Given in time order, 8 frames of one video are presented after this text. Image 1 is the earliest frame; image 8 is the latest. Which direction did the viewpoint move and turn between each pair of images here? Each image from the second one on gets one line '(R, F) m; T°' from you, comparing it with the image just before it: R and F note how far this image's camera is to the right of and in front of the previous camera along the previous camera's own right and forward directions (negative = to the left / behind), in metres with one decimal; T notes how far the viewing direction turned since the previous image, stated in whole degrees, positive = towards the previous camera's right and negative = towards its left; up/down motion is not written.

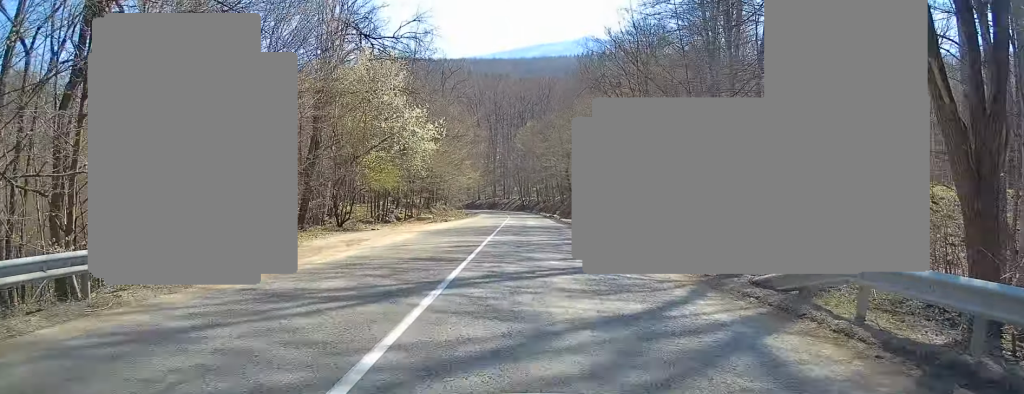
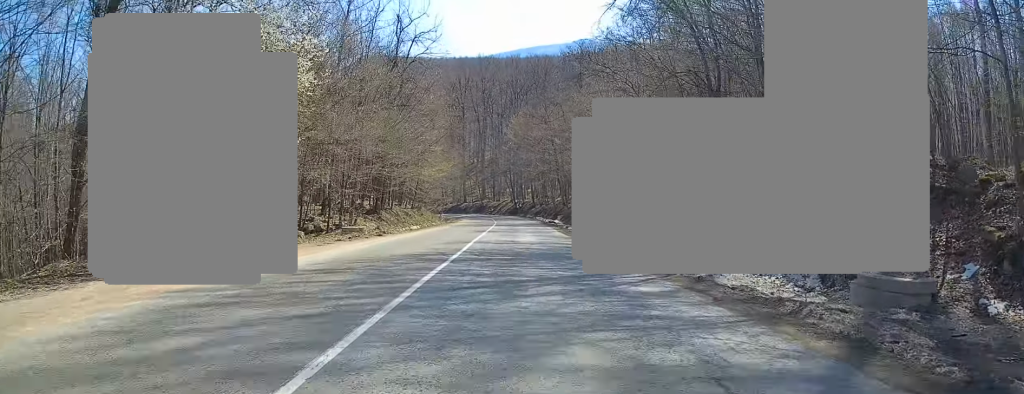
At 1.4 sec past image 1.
(-0.1, +19.7) m; 0°
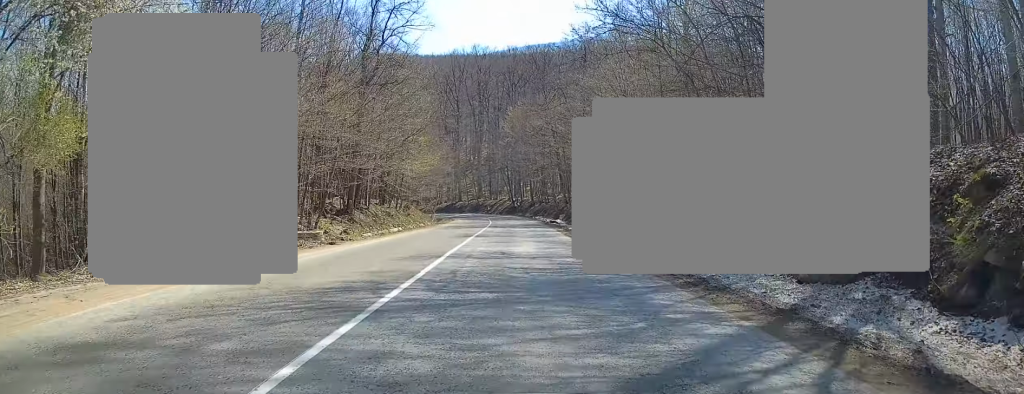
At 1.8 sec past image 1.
(0.0, +6.8) m; 0°
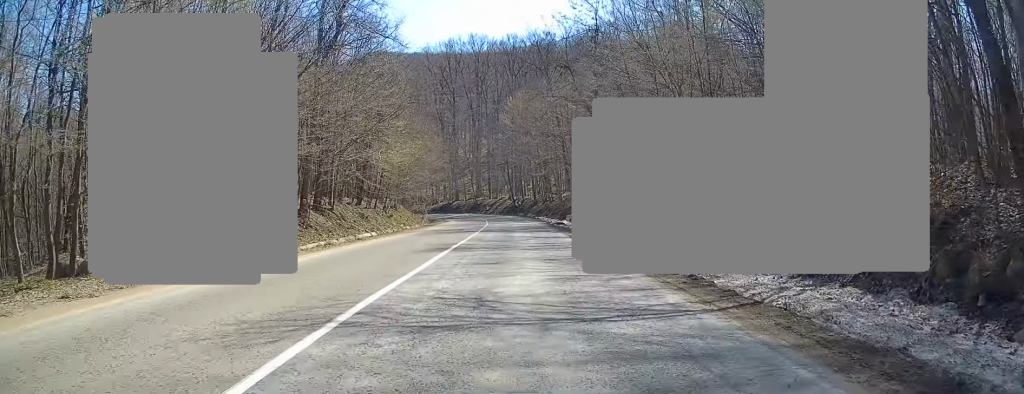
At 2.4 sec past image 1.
(0.0, +8.3) m; 0°
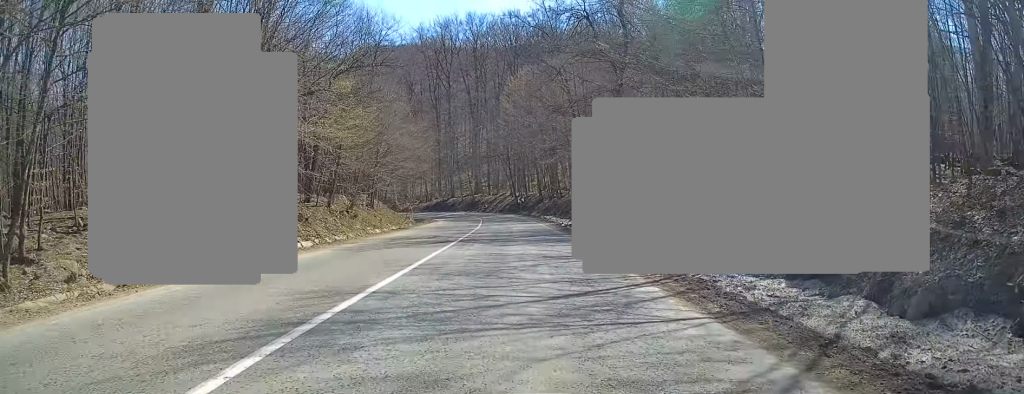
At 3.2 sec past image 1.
(0.0, +11.7) m; 0°
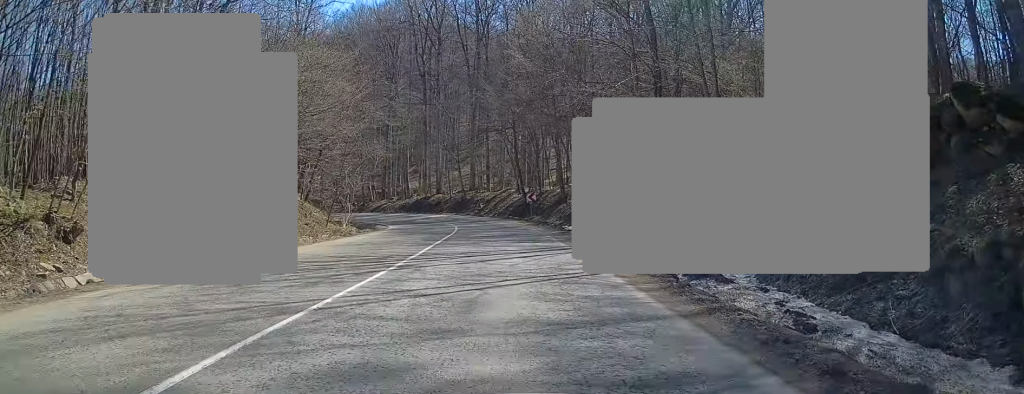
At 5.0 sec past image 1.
(-0.3, +26.2) m; -4°
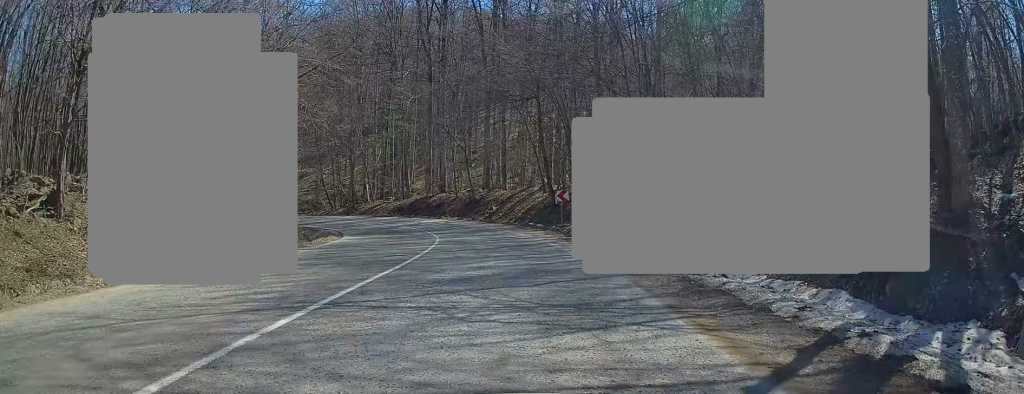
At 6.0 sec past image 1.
(-0.7, +14.4) m; -3°
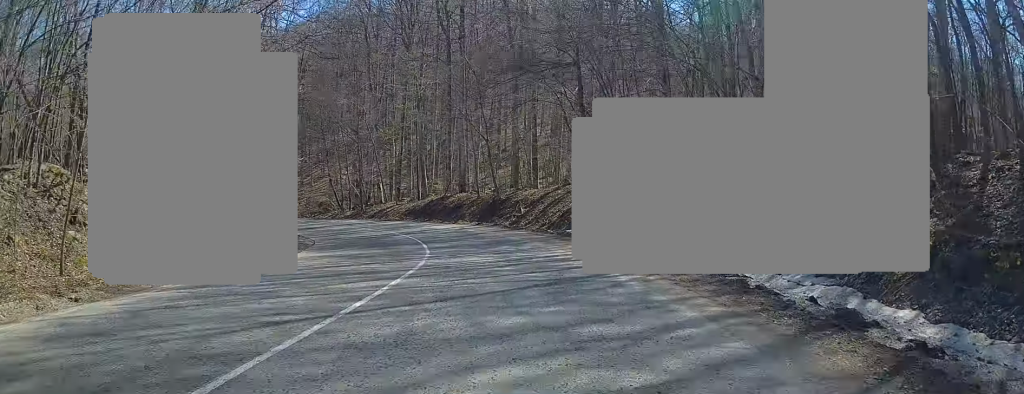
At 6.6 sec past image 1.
(0.0, +8.8) m; -1°
